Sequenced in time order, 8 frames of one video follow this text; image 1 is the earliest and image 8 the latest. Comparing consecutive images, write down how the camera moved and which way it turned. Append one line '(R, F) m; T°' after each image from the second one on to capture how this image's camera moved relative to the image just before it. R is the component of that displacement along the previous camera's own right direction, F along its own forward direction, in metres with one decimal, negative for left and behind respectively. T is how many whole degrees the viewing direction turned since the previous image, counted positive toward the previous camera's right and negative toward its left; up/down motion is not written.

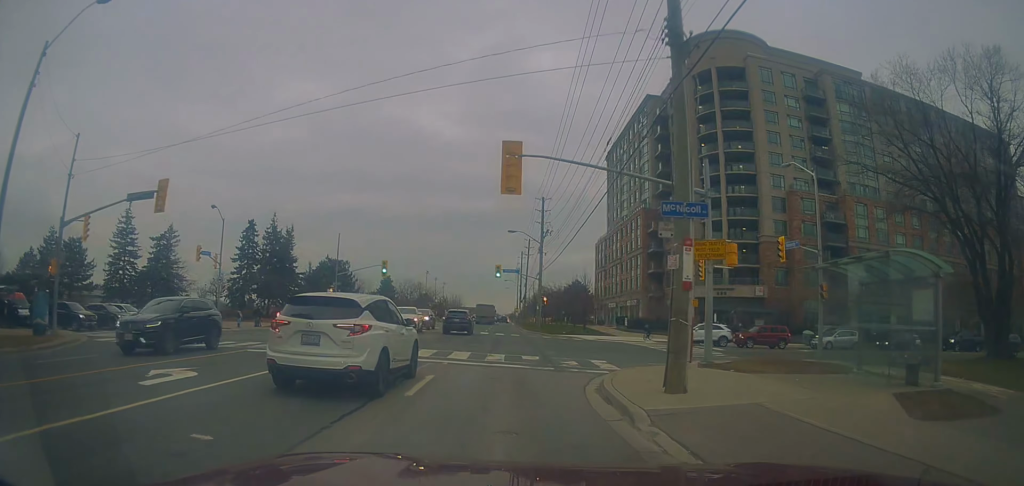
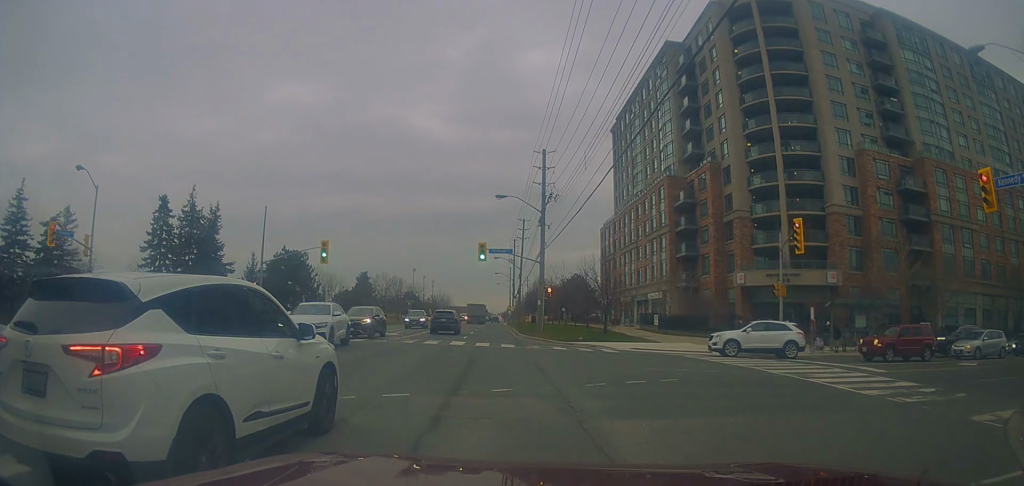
(+0.1, +16.9) m; -2°
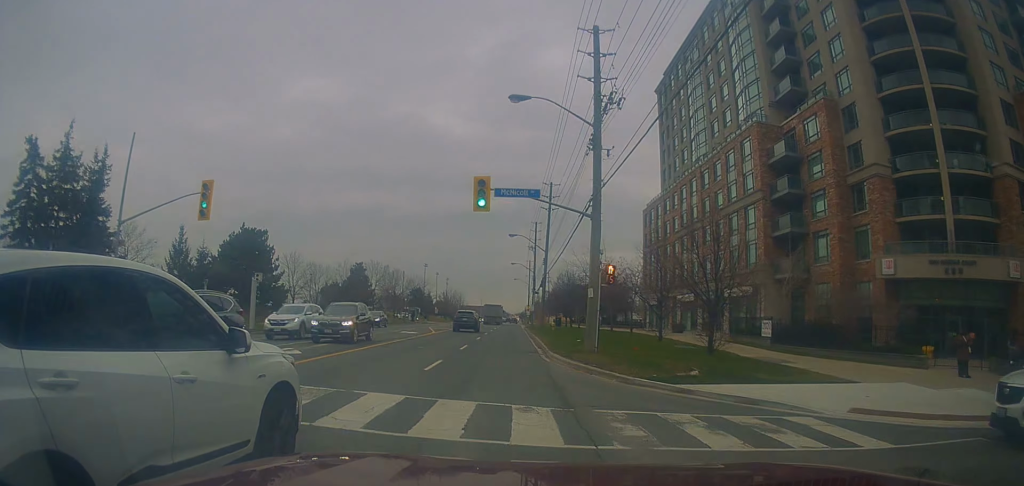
(-0.4, +19.4) m; 0°
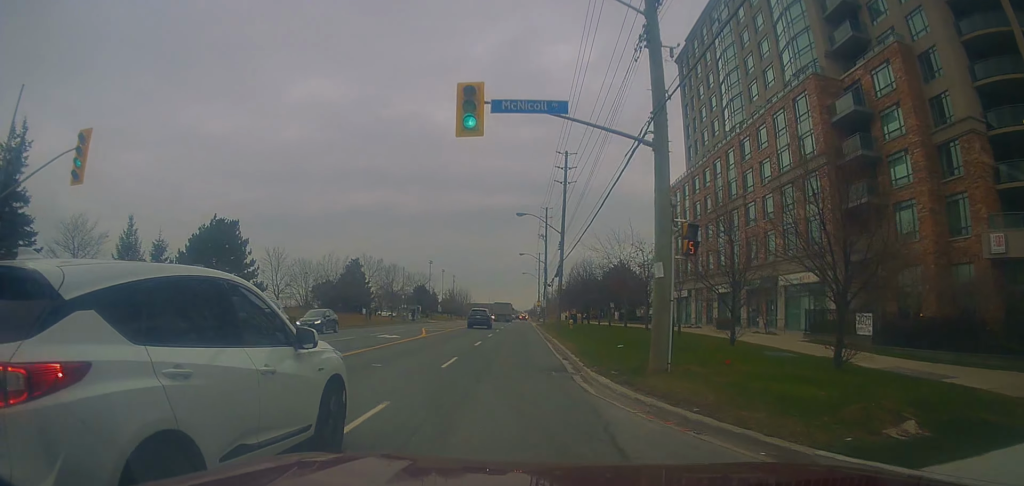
(+0.1, +8.8) m; +1°
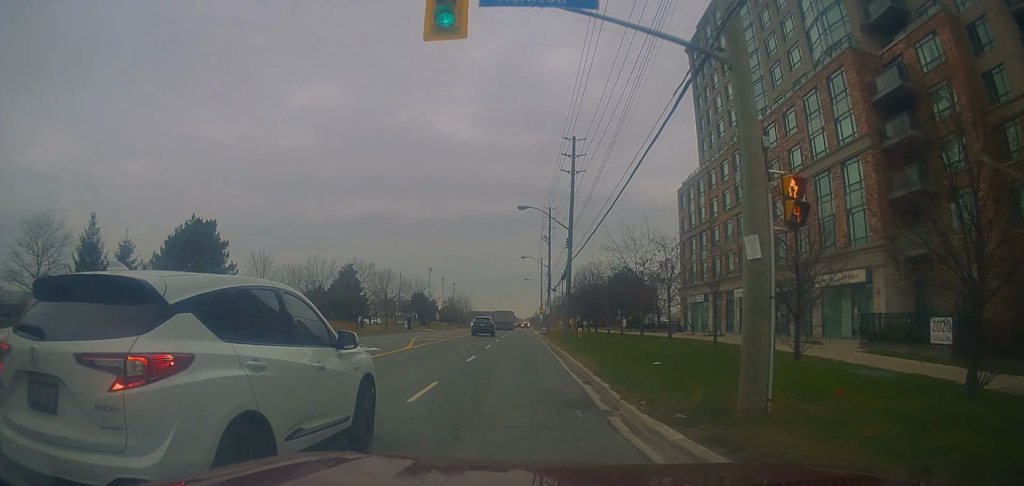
(0.0, +4.9) m; 0°
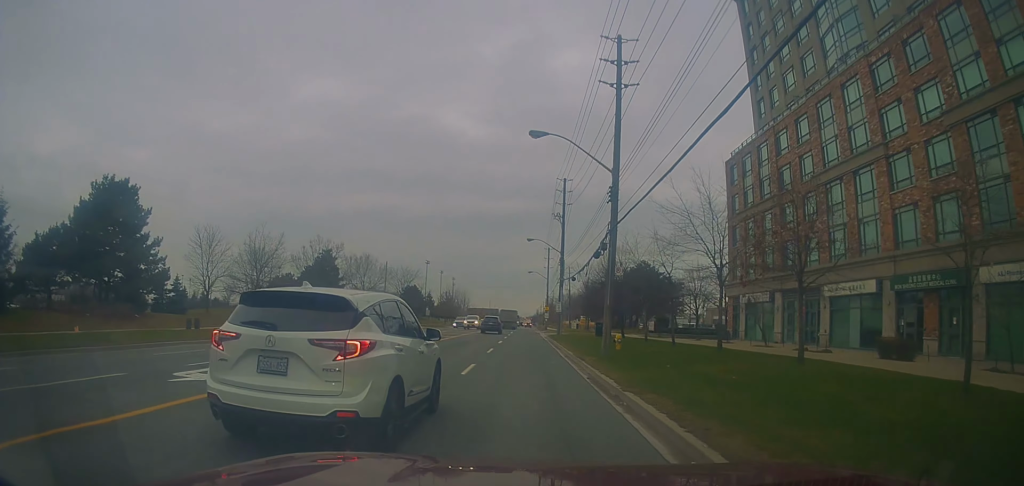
(+0.1, +14.0) m; -1°
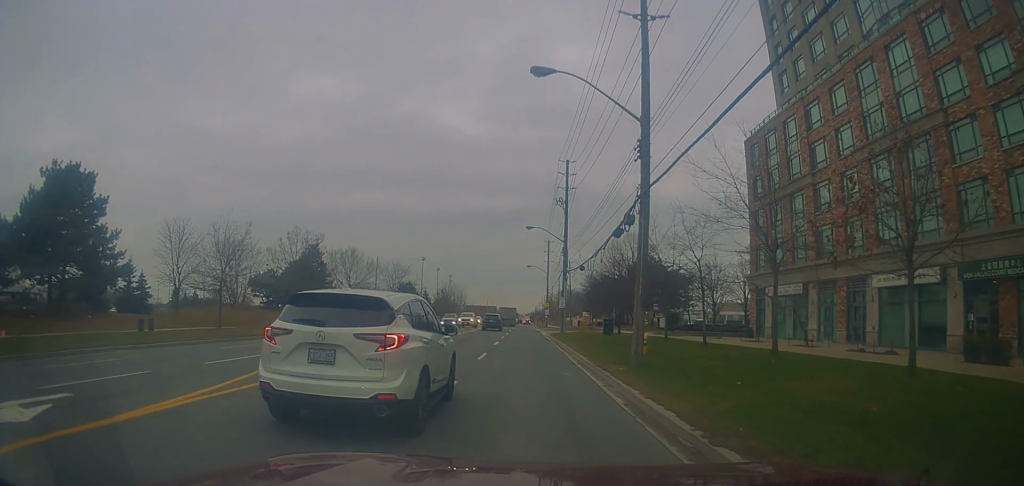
(-0.2, +5.3) m; 0°
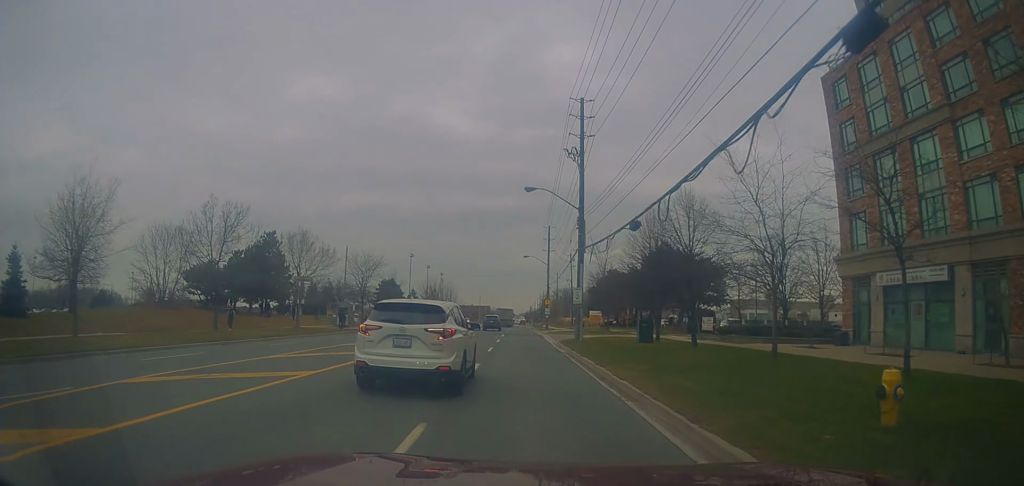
(0.0, +14.6) m; +3°
